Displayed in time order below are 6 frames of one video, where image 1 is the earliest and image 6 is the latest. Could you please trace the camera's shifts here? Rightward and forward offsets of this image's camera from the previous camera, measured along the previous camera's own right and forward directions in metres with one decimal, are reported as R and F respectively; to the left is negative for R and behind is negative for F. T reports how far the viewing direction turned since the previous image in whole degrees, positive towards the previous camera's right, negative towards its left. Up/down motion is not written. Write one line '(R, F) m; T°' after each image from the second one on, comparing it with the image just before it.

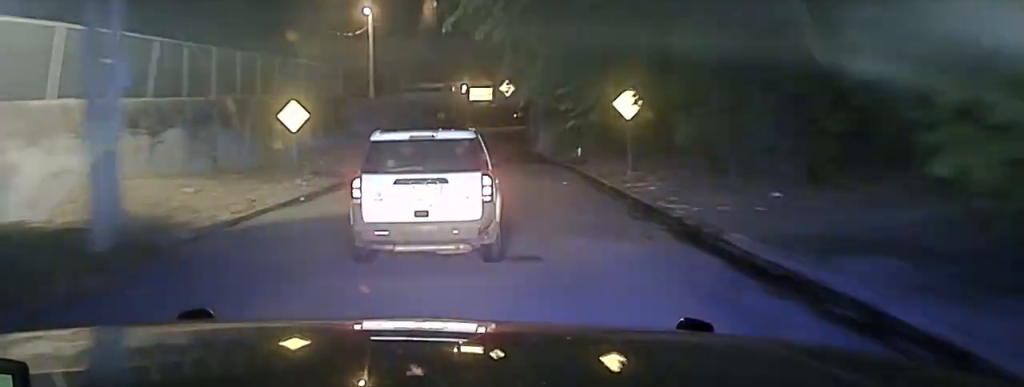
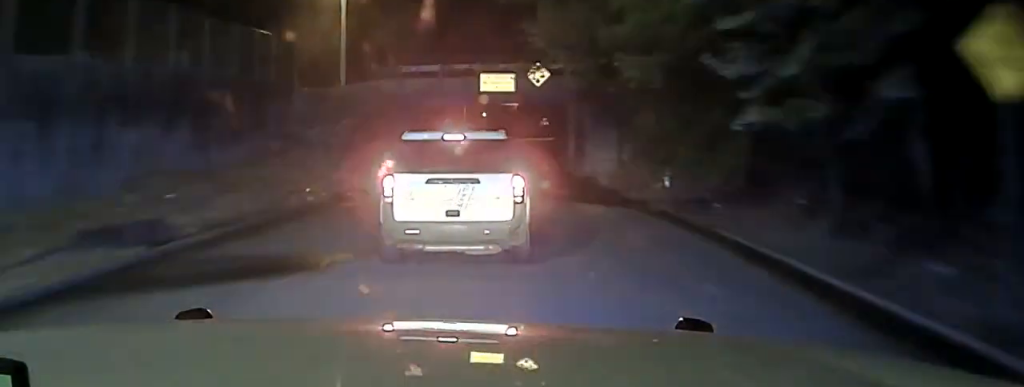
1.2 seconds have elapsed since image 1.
(-0.3, +20.7) m; -2°
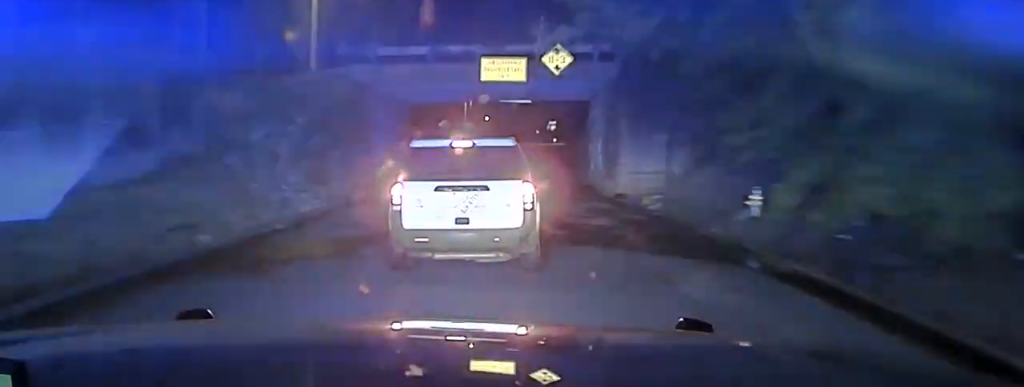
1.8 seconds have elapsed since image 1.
(+0.1, +9.0) m; -1°
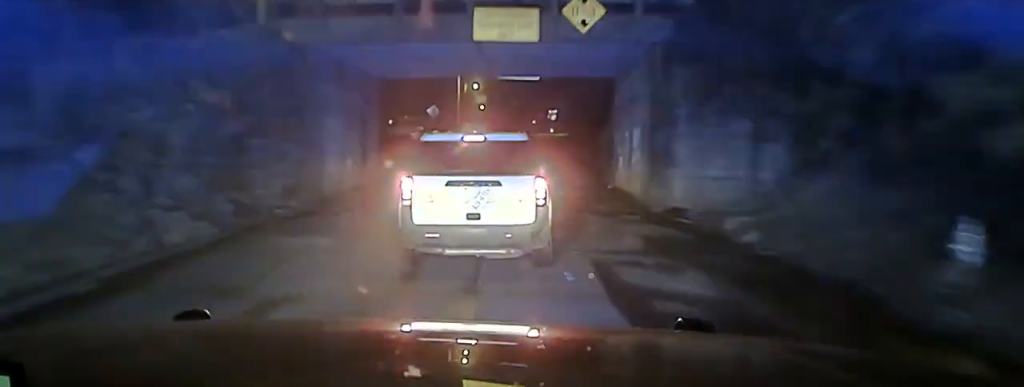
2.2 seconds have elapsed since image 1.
(-0.2, +8.5) m; 0°
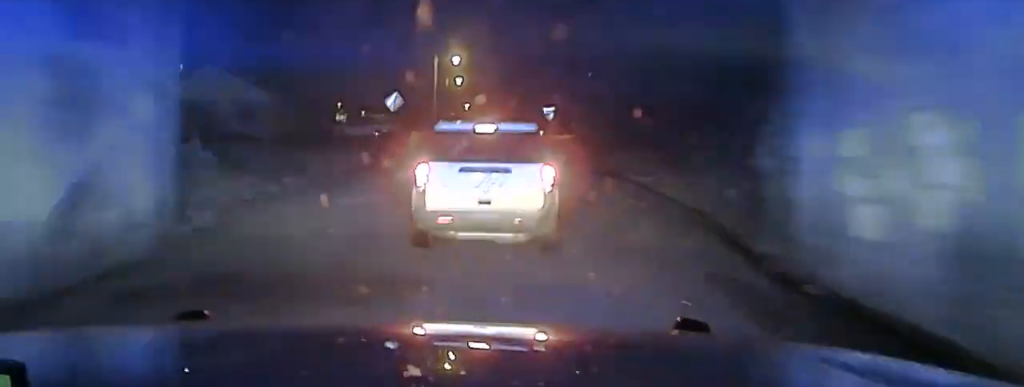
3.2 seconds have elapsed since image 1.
(-0.2, +17.7) m; +1°
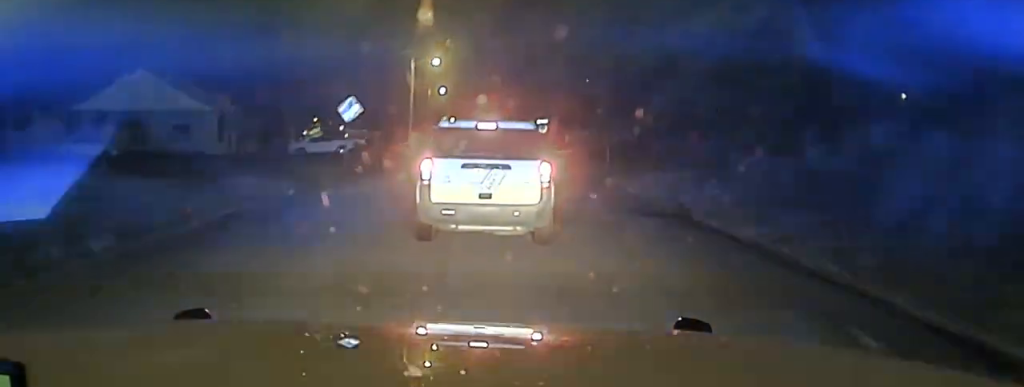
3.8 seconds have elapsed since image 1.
(+0.3, +11.1) m; +2°
